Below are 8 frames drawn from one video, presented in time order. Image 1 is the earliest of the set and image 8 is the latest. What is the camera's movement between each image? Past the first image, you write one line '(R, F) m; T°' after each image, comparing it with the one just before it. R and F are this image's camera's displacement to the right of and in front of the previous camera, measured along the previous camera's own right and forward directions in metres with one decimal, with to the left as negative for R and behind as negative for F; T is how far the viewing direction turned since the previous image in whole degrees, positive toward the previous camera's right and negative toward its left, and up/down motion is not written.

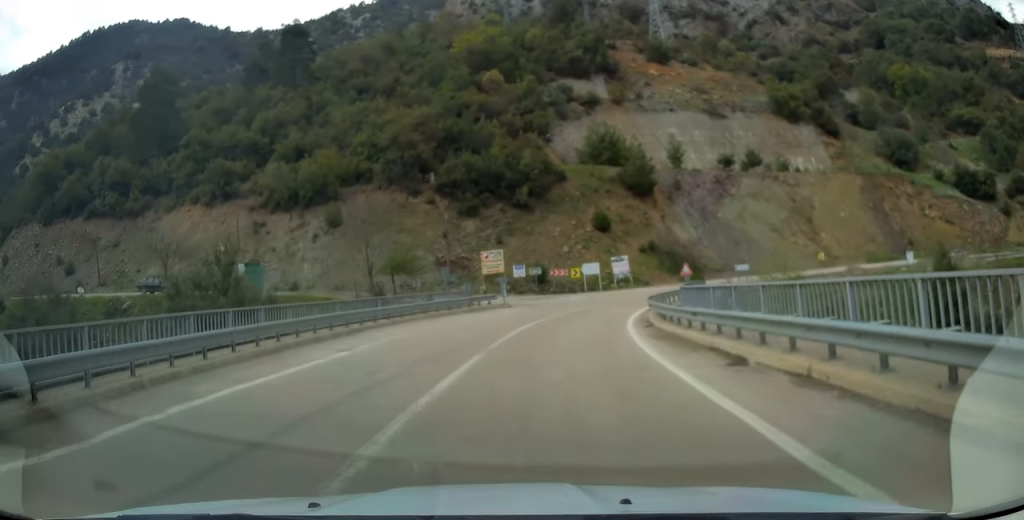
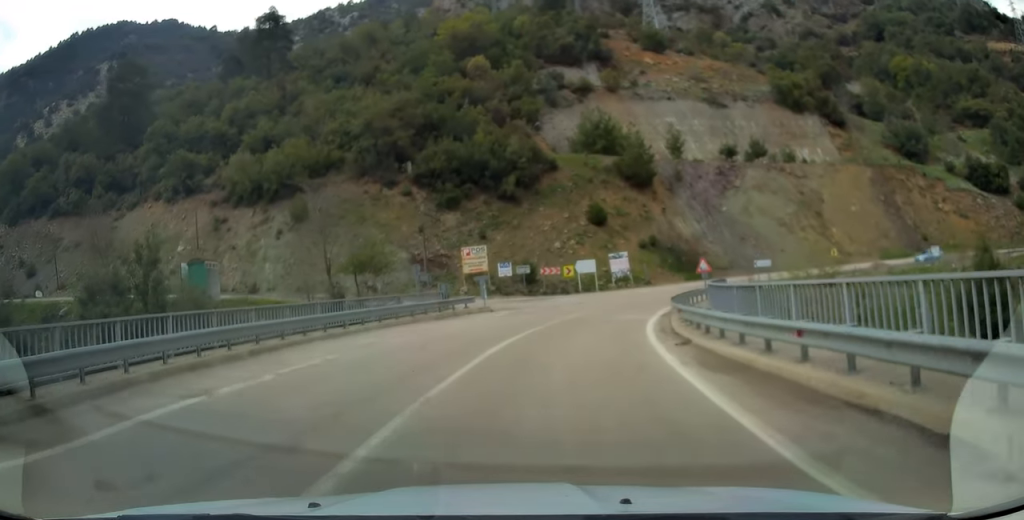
(0.0, +6.6) m; +1°
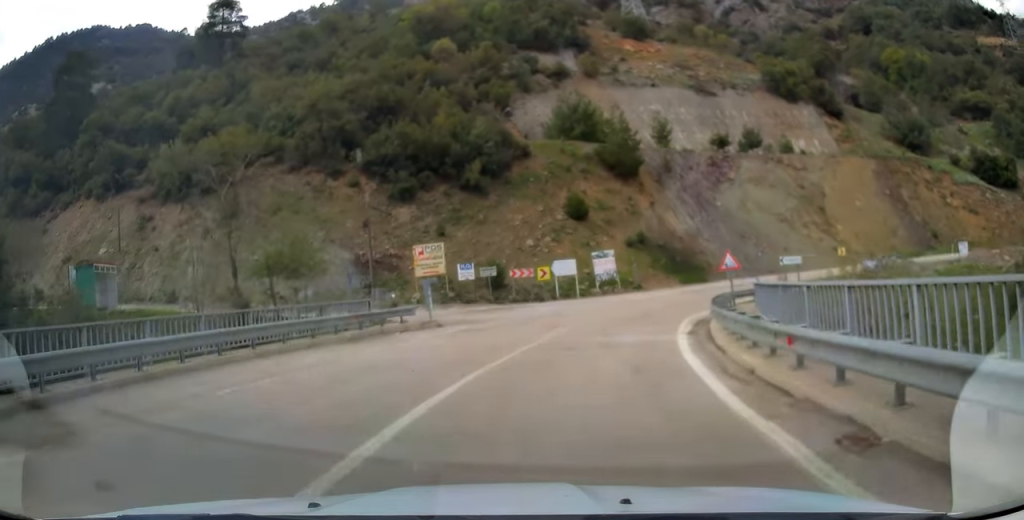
(+0.1, +8.9) m; +2°
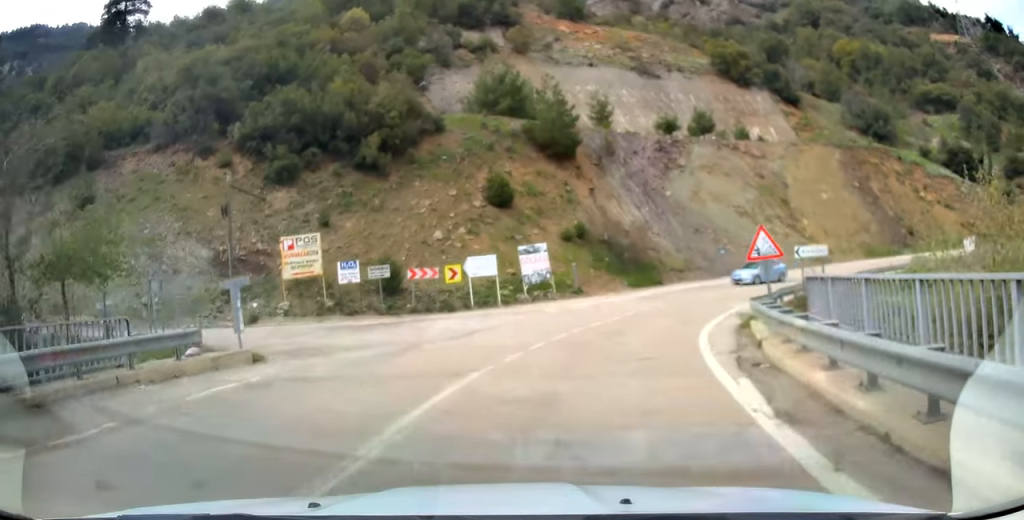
(+0.4, +10.8) m; +7°
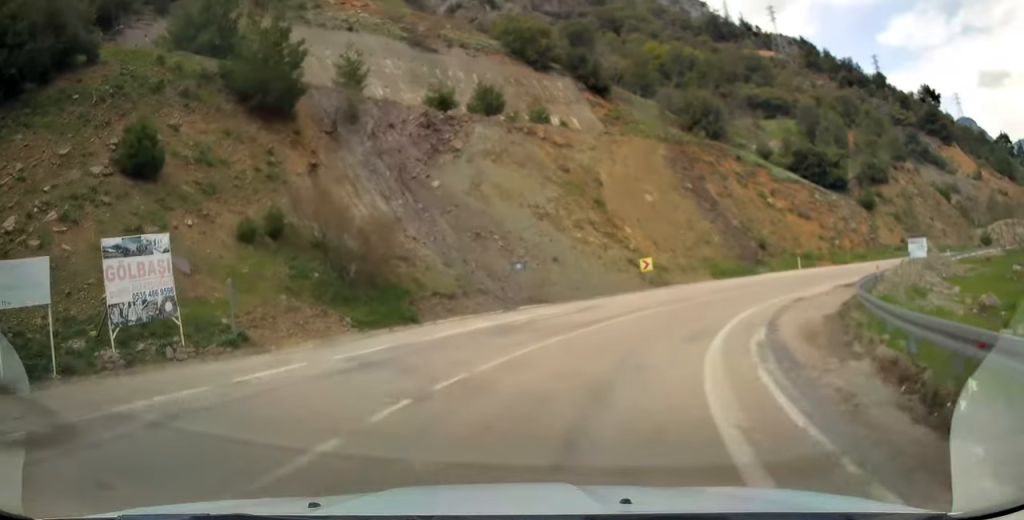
(+3.6, +19.4) m; +22°
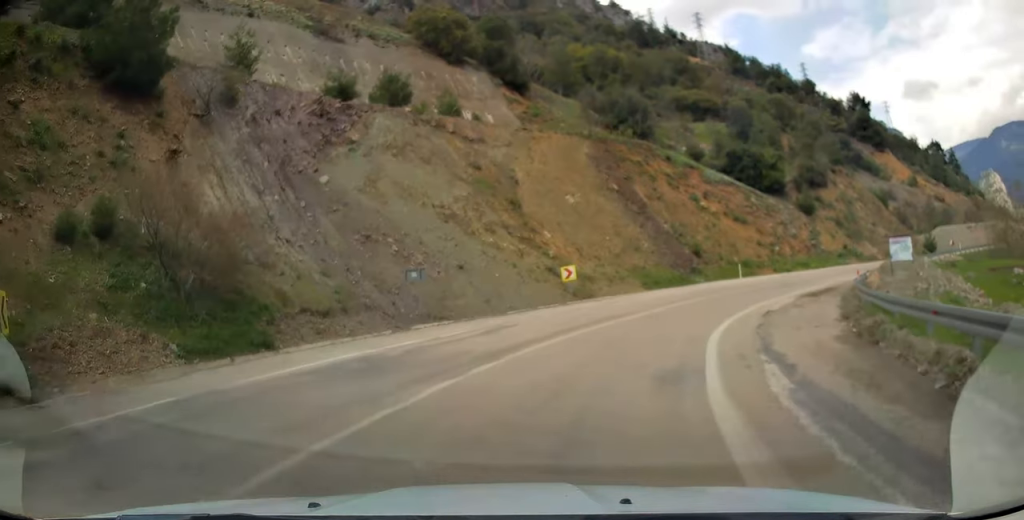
(+0.4, +6.0) m; +8°
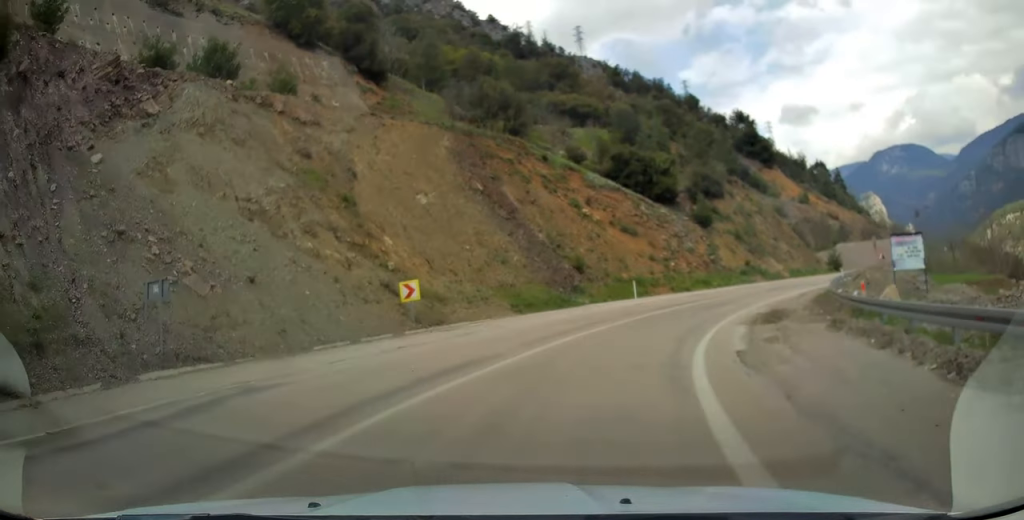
(+1.1, +9.7) m; +14°
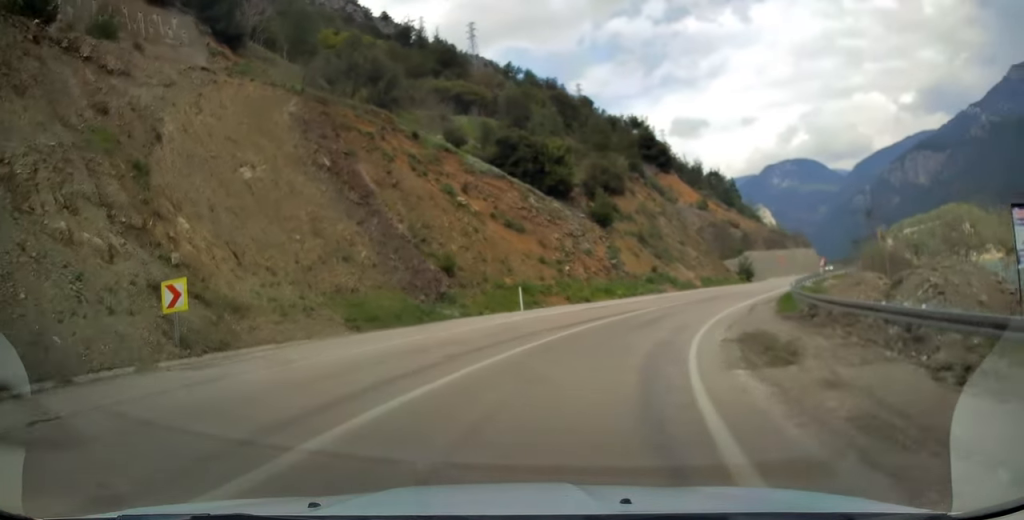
(+0.9, +9.5) m; +12°
